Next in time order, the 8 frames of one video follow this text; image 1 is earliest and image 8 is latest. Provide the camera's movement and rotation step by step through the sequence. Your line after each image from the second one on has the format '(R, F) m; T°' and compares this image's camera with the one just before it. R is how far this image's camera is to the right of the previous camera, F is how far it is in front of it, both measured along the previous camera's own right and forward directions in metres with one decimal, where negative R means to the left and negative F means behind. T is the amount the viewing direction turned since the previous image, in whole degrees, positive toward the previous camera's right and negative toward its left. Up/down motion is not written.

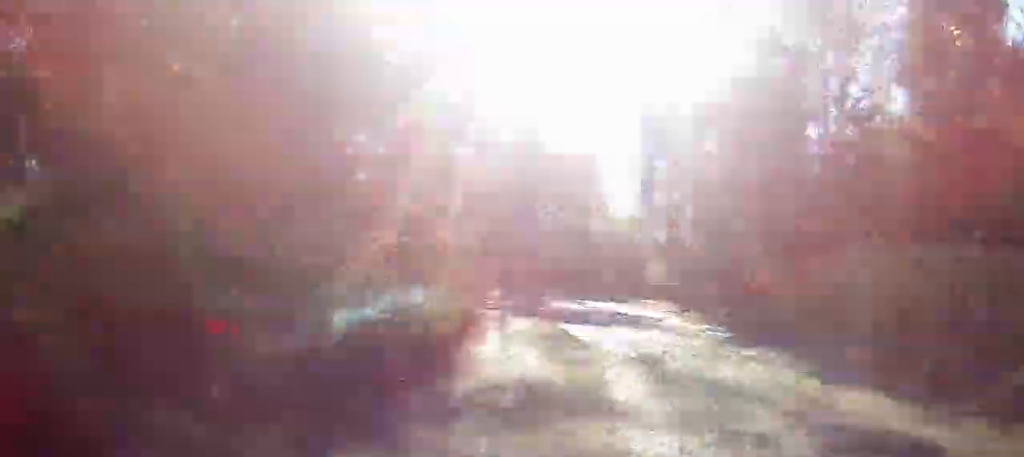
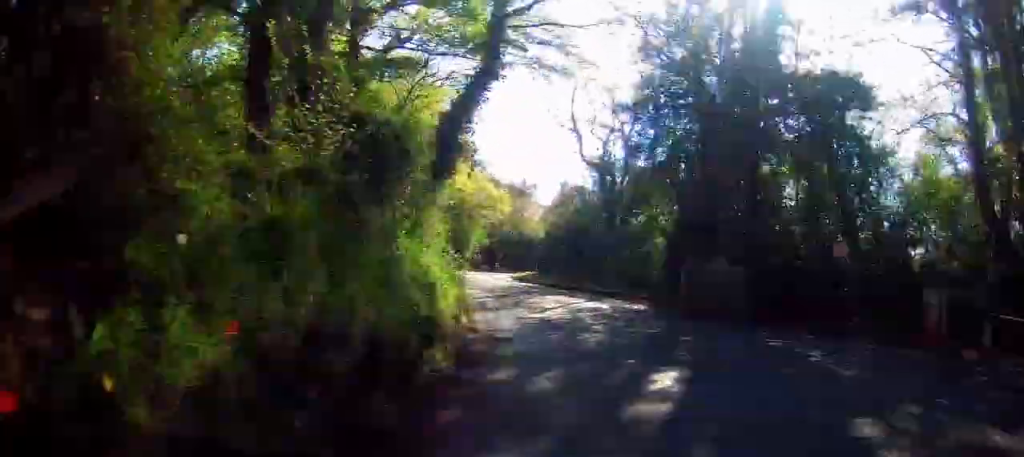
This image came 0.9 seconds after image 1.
(-3.3, +16.8) m; -19°
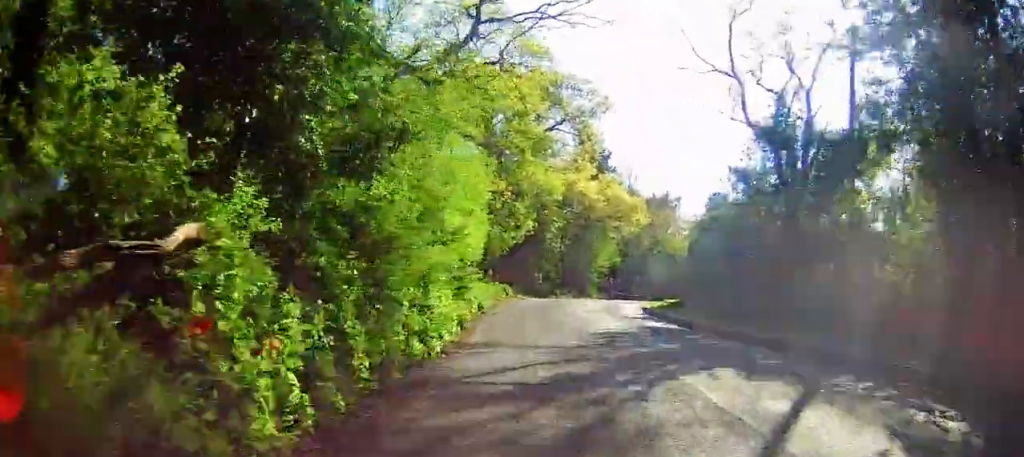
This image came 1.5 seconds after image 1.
(-1.8, +12.6) m; -11°
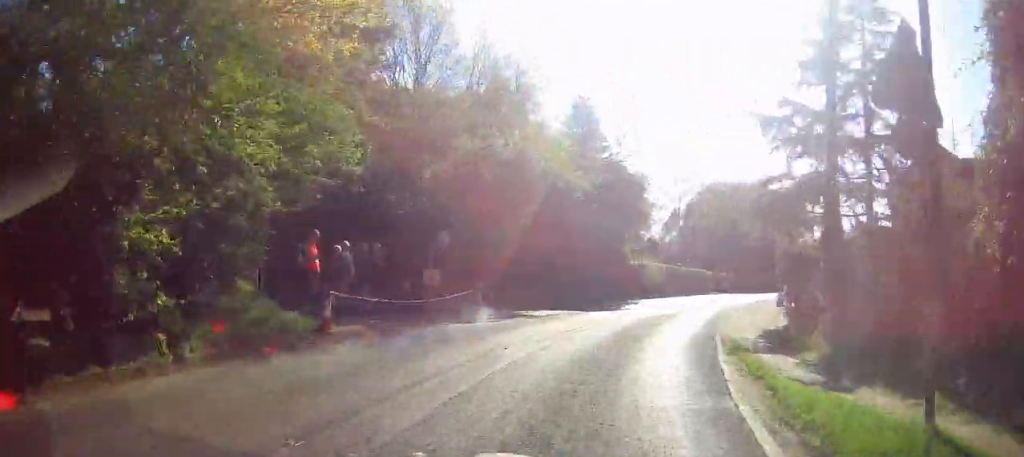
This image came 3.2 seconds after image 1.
(-0.6, +40.2) m; +10°
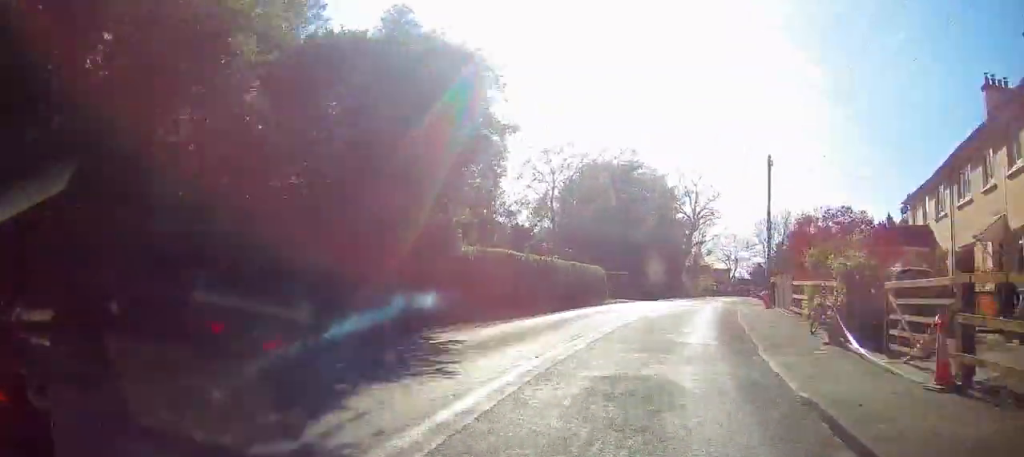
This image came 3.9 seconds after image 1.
(+2.2, +17.9) m; +10°
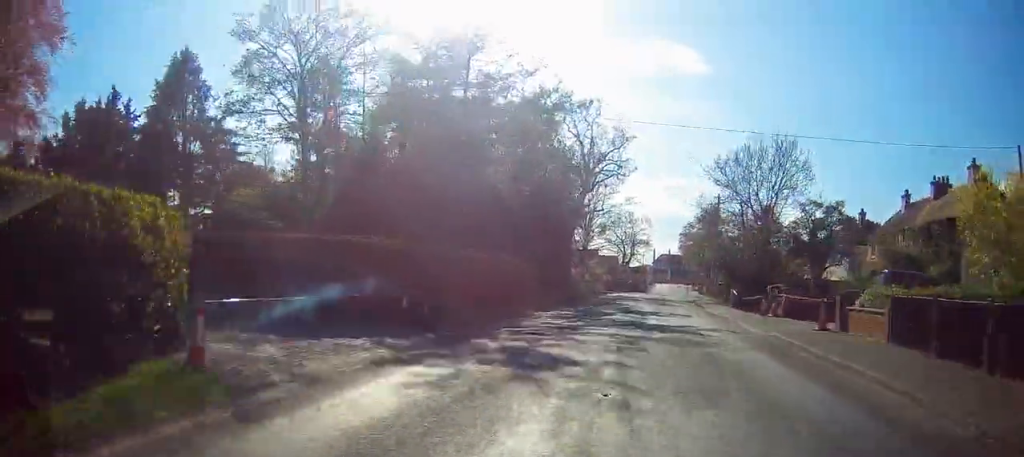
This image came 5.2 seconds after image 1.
(+4.6, +32.3) m; +11°
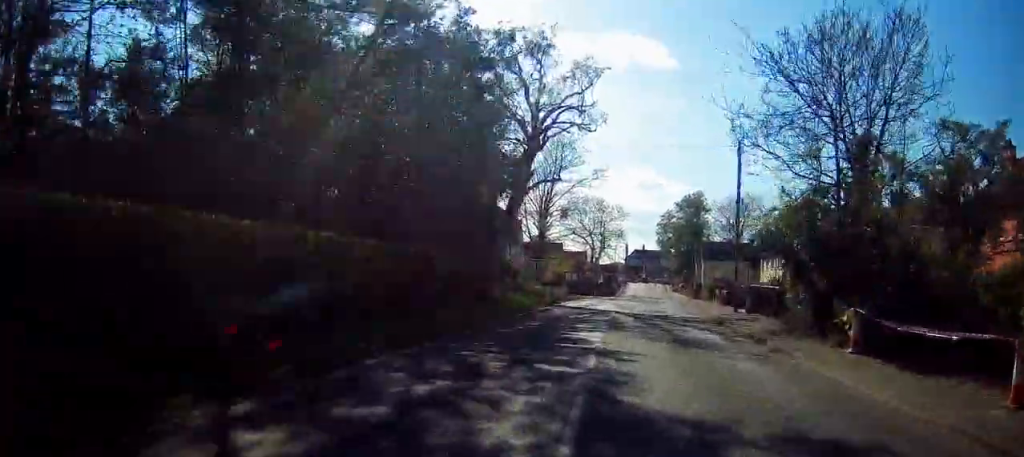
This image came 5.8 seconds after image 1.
(+0.3, +17.4) m; +2°
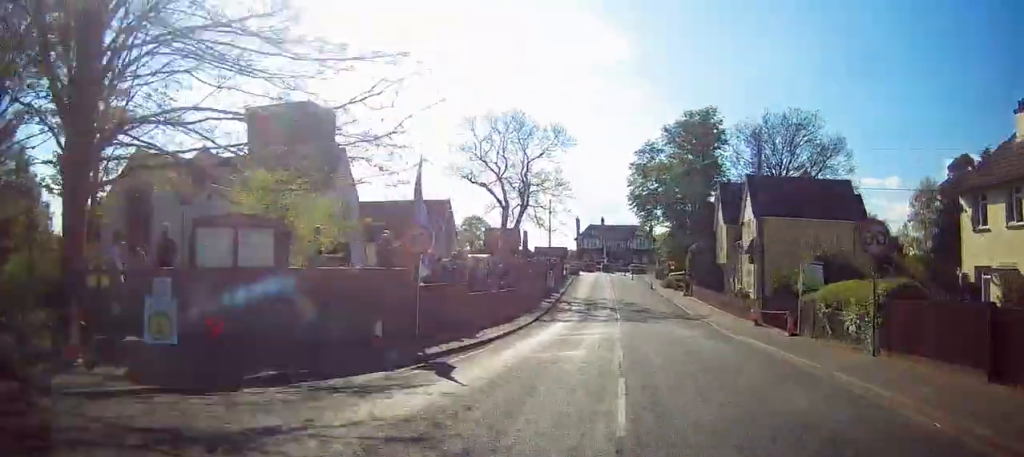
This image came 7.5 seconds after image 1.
(+2.2, +51.6) m; +5°
